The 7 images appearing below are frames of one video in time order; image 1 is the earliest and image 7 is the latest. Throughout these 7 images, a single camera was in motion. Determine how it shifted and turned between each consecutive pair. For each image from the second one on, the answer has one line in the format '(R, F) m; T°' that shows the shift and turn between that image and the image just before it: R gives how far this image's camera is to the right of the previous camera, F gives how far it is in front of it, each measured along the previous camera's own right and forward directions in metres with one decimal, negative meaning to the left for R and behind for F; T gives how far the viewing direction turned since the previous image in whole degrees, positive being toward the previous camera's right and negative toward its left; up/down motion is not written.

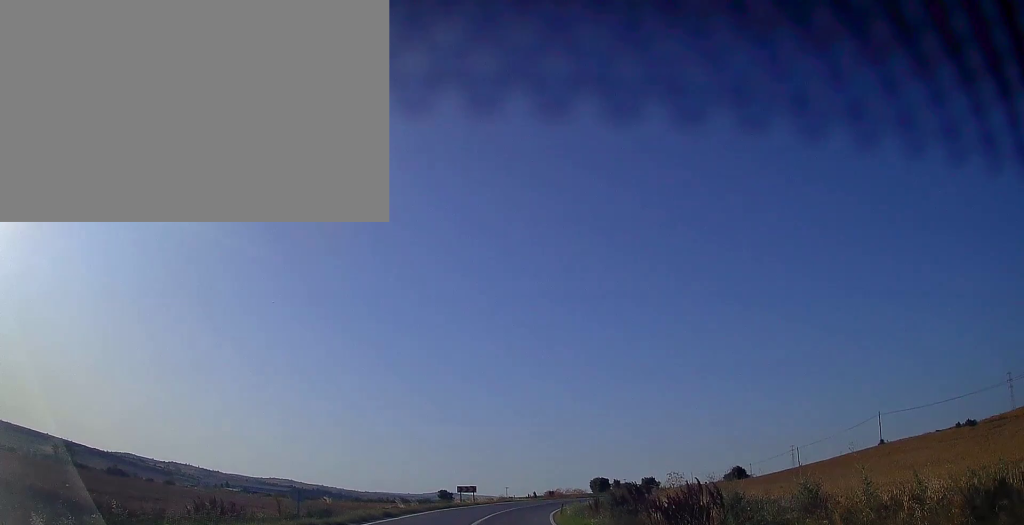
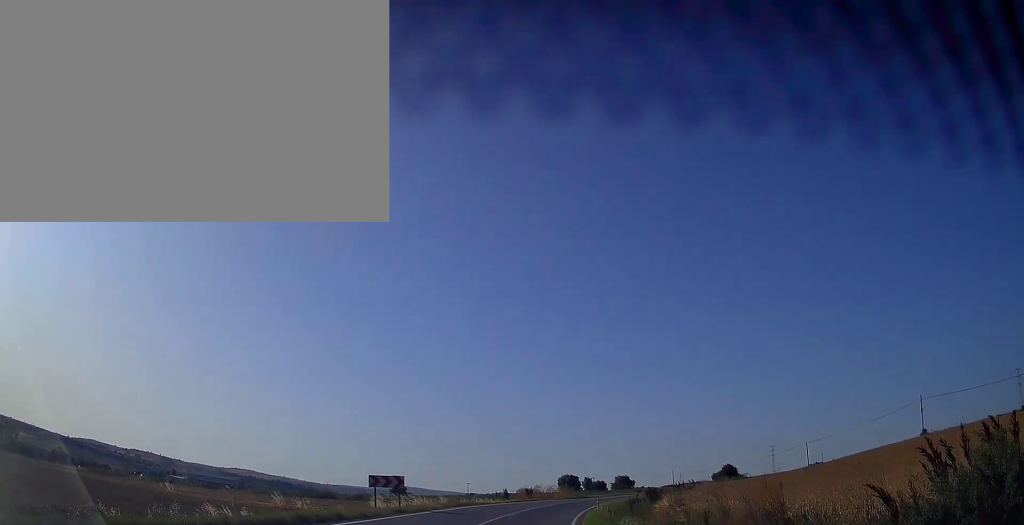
(+0.4, +27.2) m; +3°
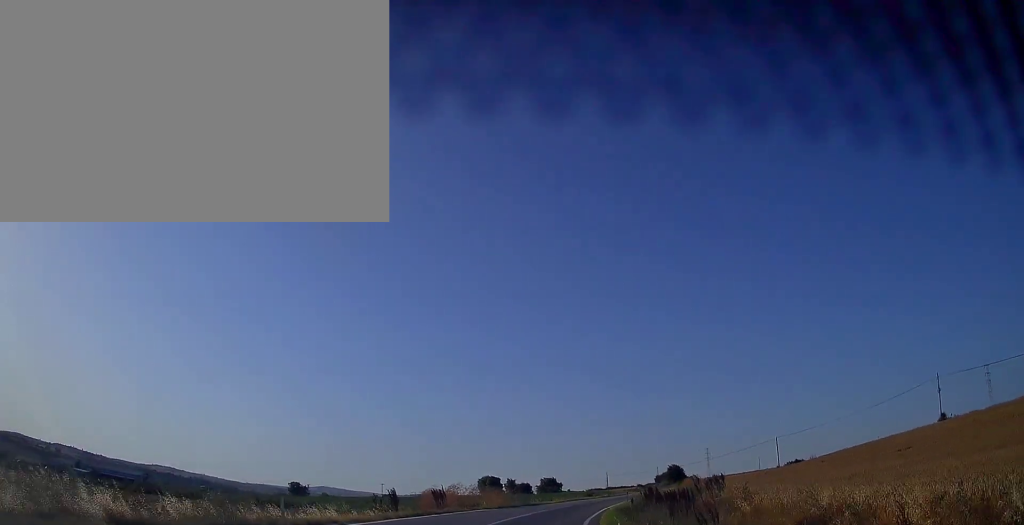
(+1.1, +26.6) m; +6°
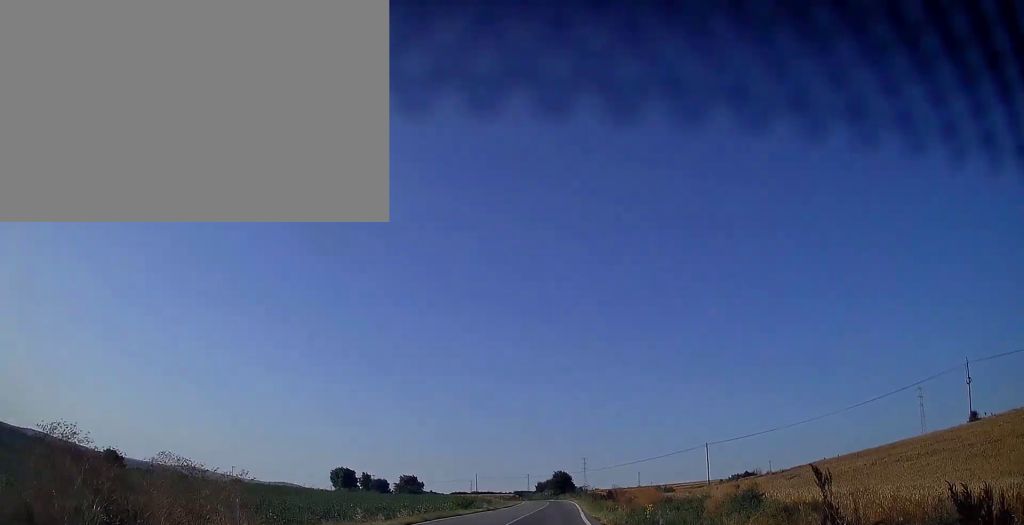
(+3.3, +32.7) m; +12°
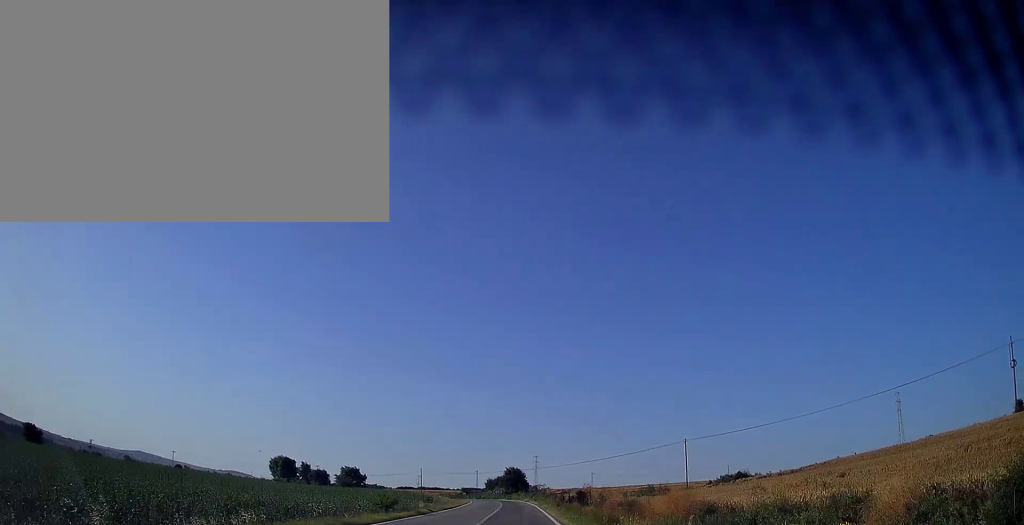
(+0.7, +14.9) m; +5°
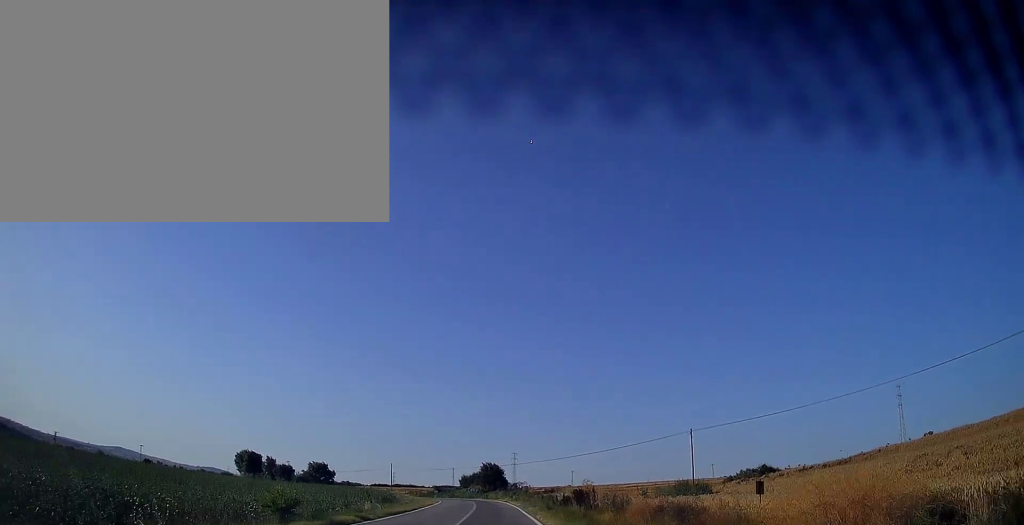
(+0.4, +13.4) m; +4°
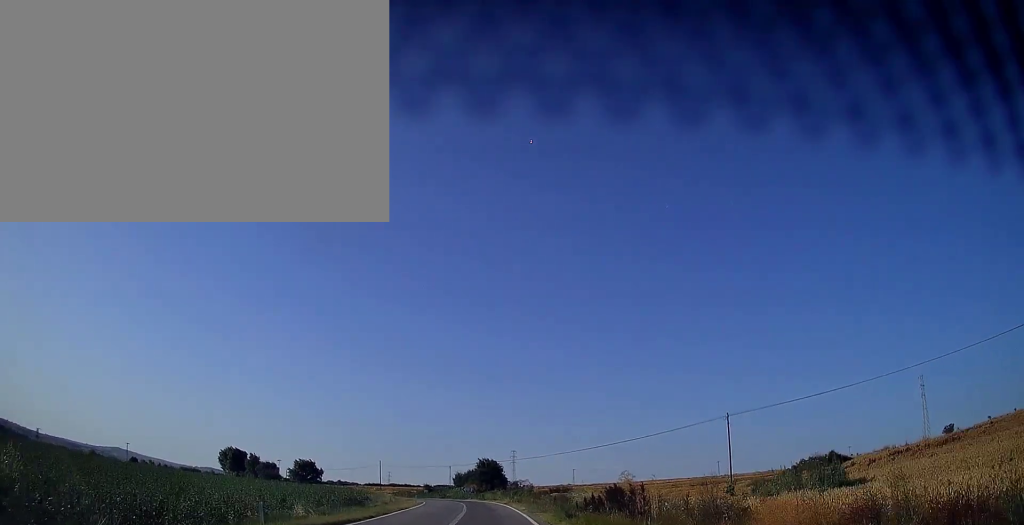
(+0.5, +13.6) m; +2°
